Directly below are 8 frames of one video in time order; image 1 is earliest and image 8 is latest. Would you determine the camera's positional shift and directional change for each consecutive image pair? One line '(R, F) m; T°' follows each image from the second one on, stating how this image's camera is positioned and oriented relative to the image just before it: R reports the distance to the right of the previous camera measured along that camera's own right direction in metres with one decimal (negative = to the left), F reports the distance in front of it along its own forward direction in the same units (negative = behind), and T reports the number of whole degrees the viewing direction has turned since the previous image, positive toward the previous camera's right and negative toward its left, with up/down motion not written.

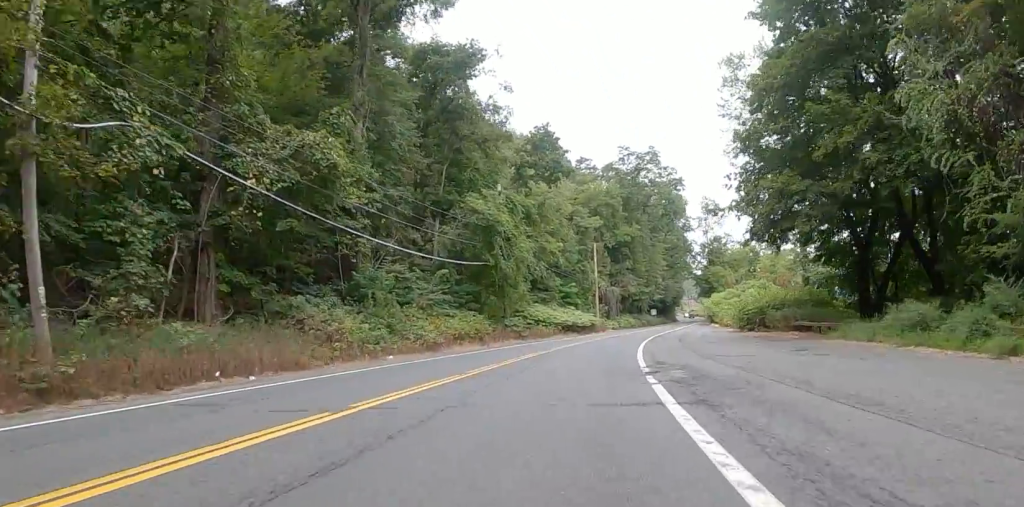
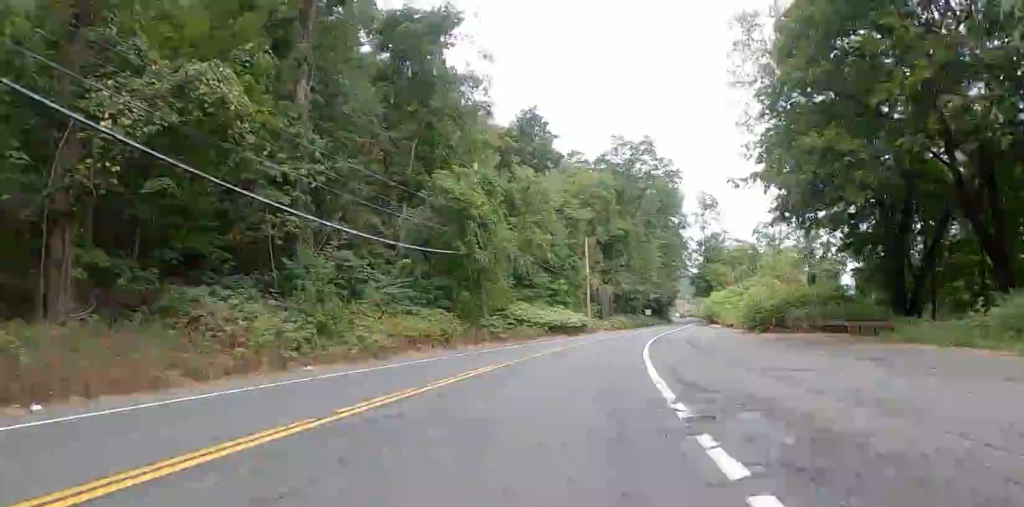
(0.0, +6.3) m; 0°
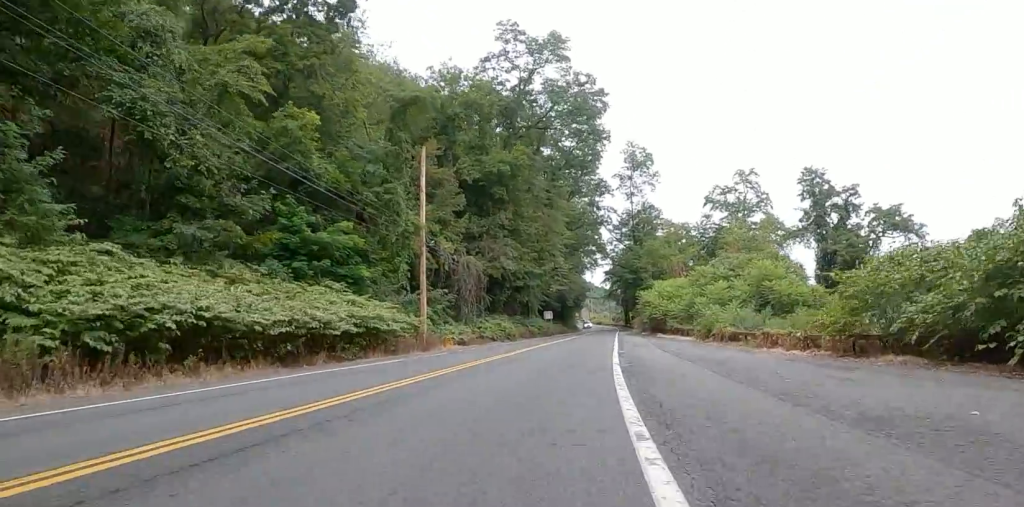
(+5.3, +38.0) m; +16°
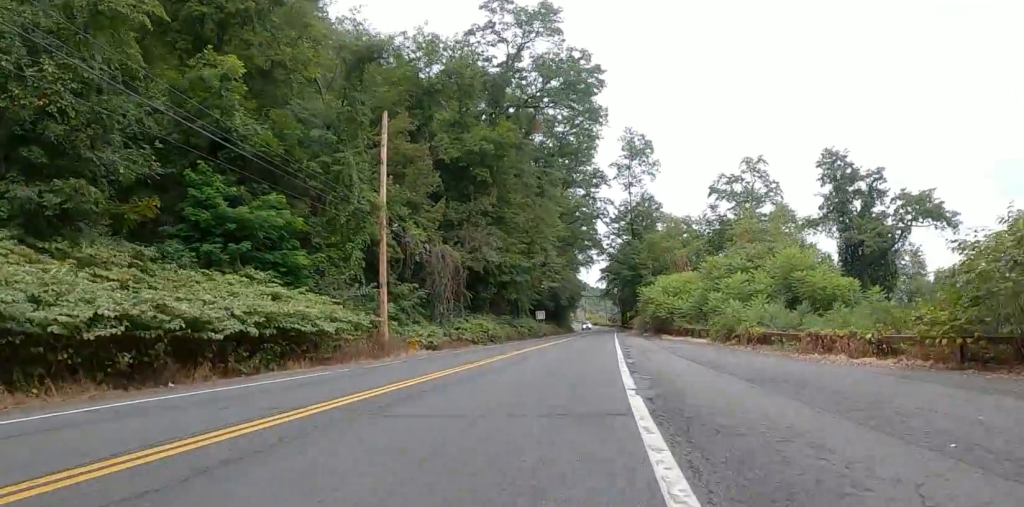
(+0.1, +6.3) m; -1°
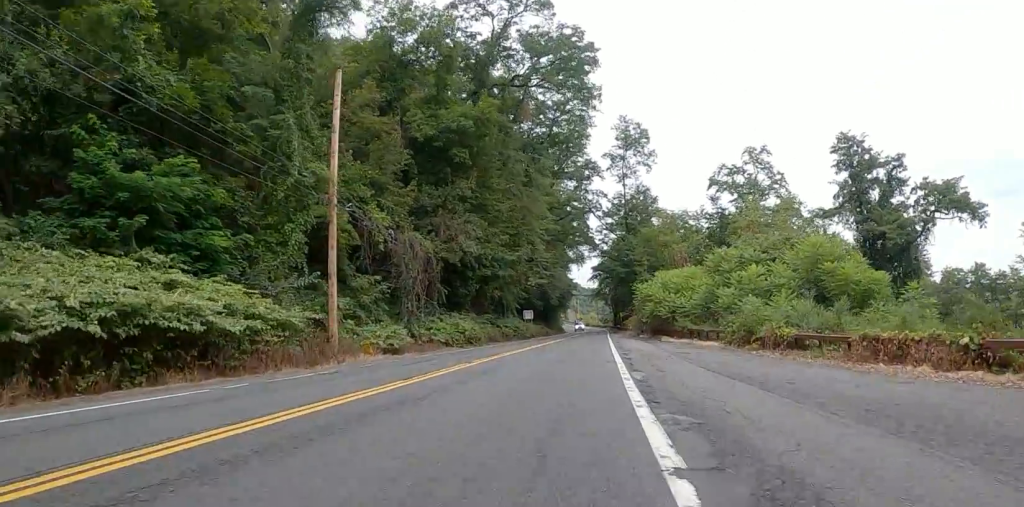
(-0.1, +5.0) m; -1°
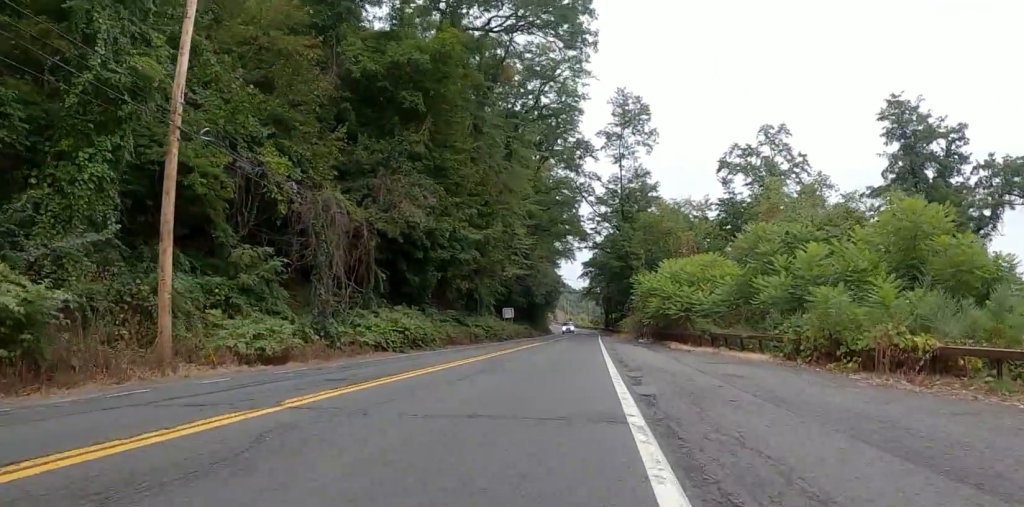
(-0.3, +9.6) m; -2°
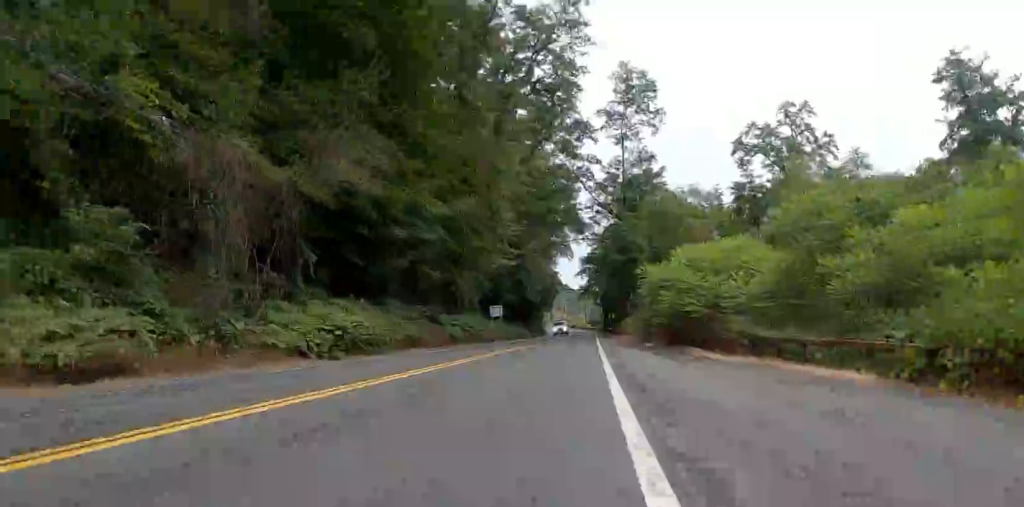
(0.0, +7.1) m; +1°
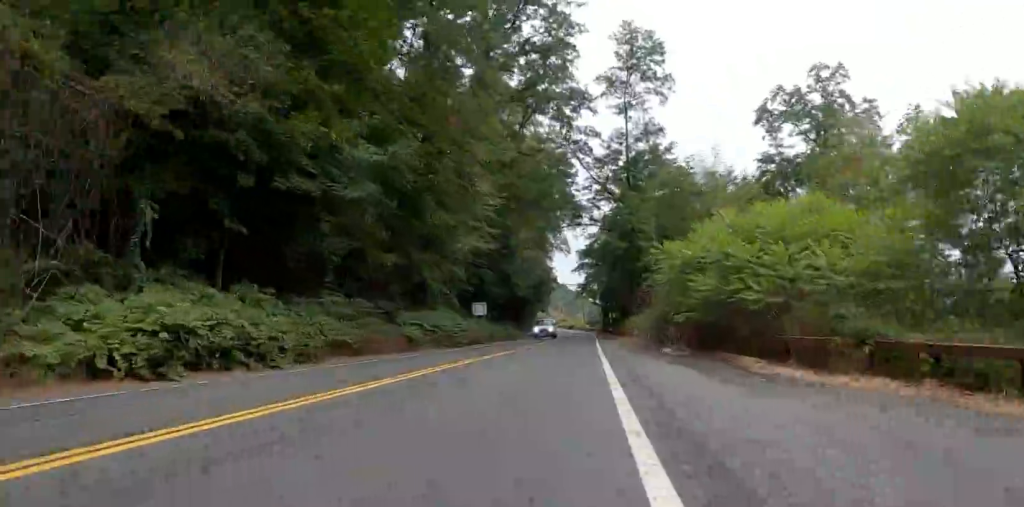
(+0.1, +8.6) m; +2°
